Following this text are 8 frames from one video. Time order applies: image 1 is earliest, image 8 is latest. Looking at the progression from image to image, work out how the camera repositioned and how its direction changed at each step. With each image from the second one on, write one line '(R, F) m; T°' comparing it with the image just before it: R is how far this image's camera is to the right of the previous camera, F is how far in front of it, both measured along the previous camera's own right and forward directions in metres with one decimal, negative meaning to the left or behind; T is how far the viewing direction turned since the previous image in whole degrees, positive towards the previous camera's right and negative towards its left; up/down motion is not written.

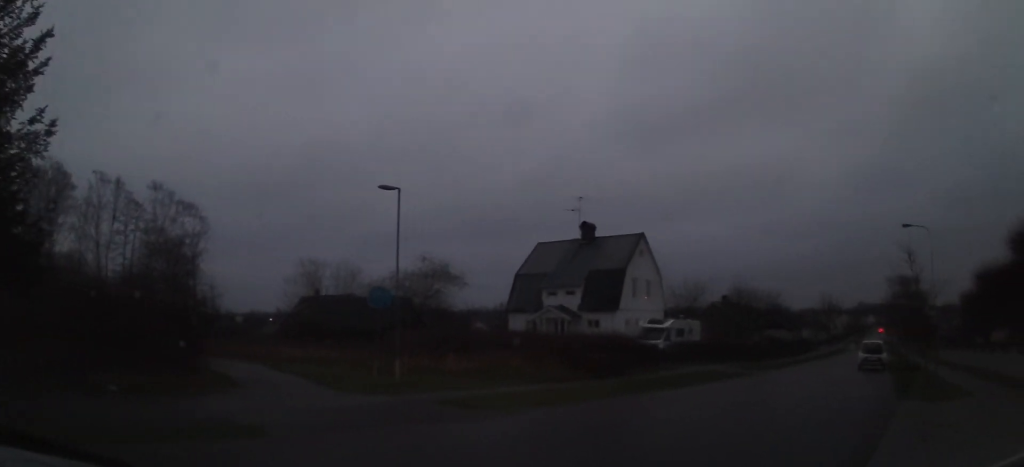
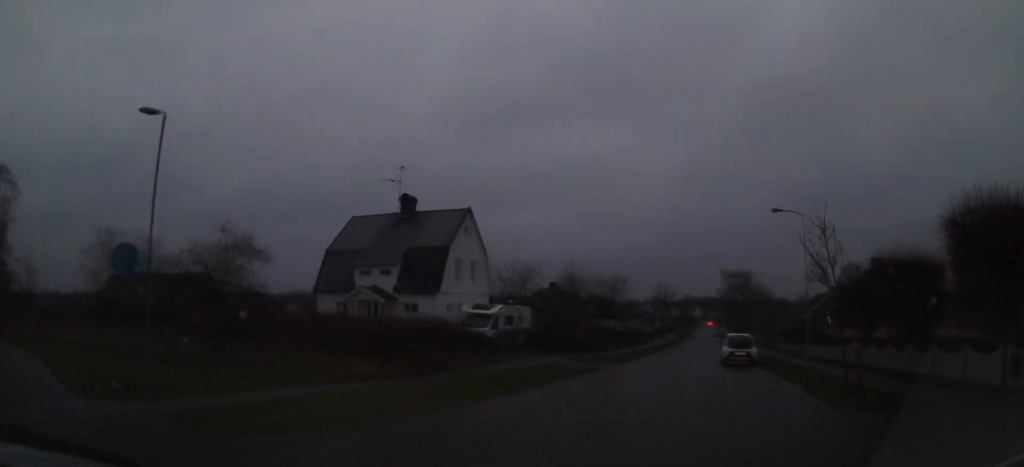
(+0.5, +3.6) m; +15°
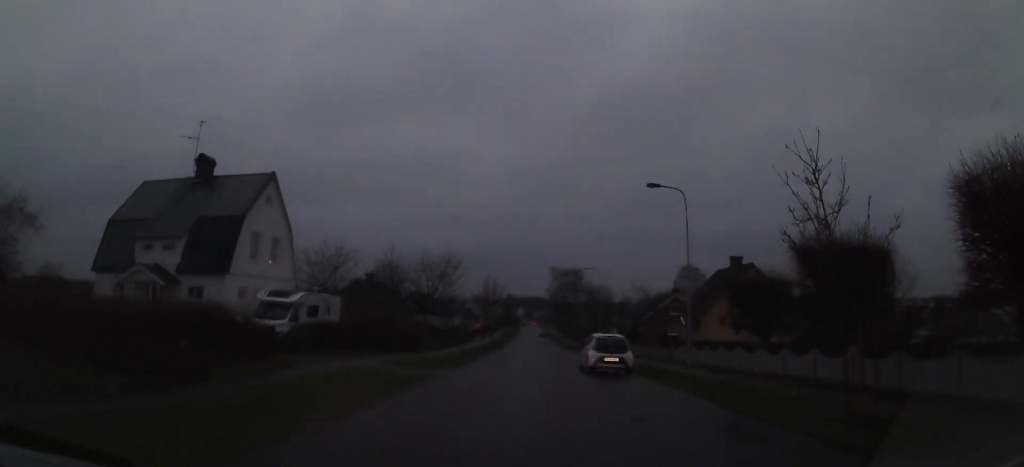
(+0.7, +4.9) m; +15°
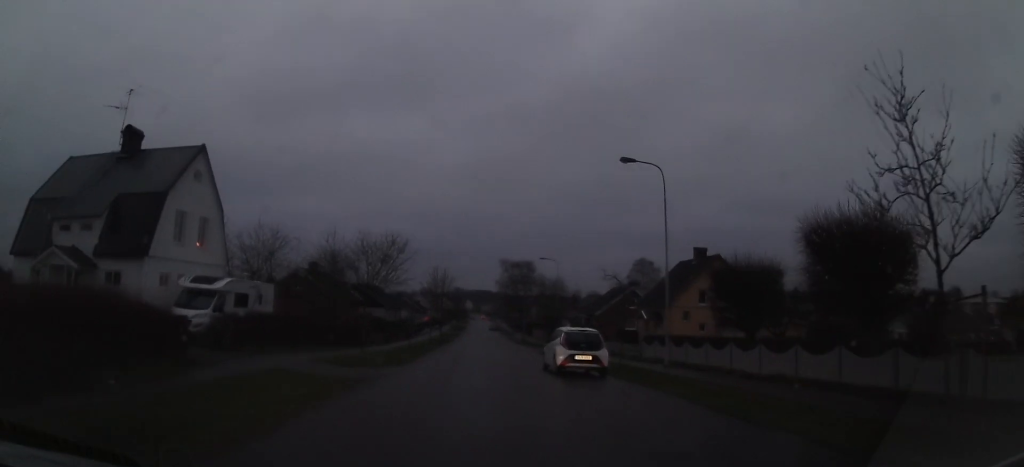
(+0.2, +2.2) m; +4°
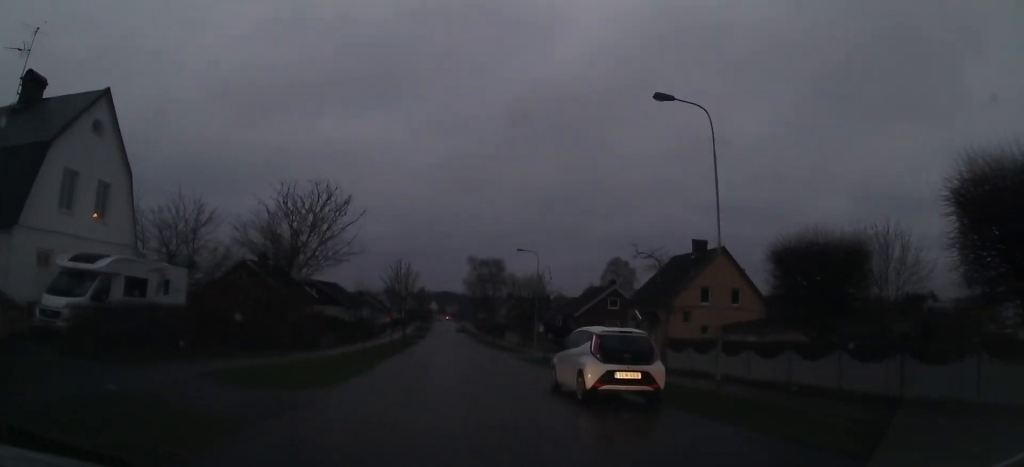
(+0.2, +5.0) m; +5°
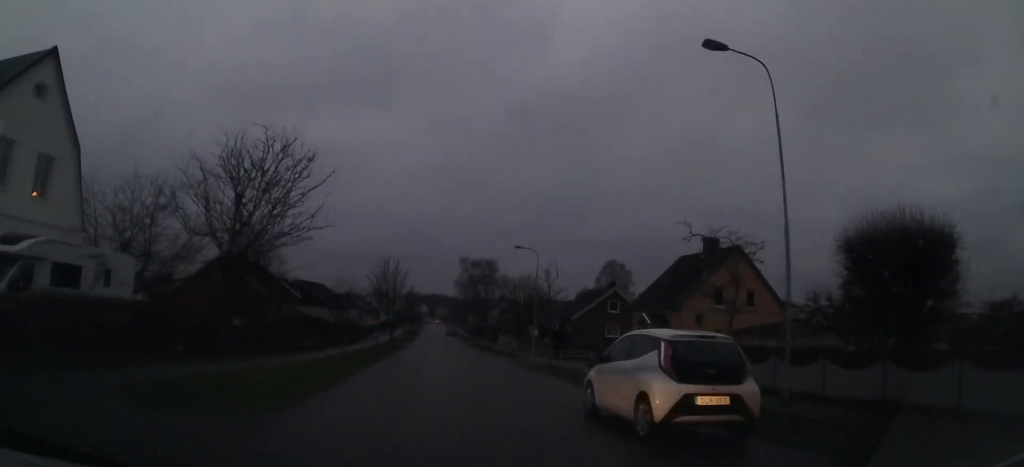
(+0.1, +3.0) m; +2°
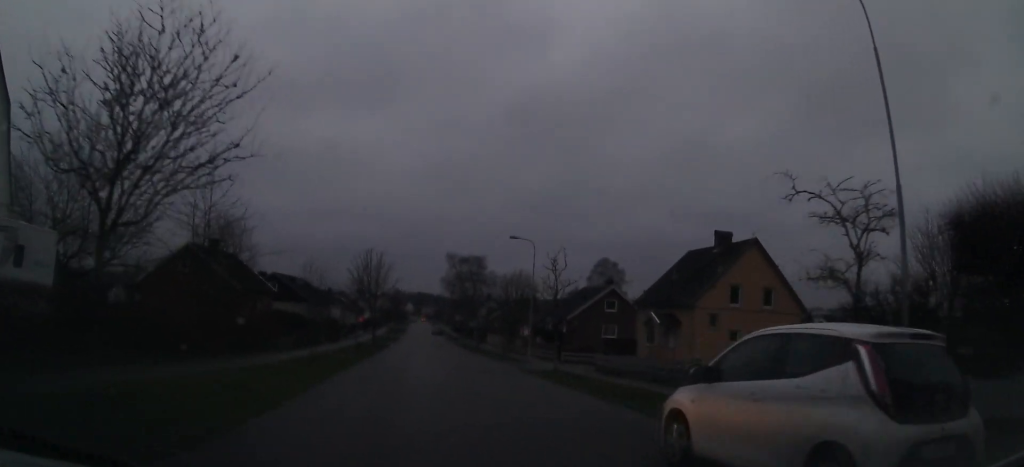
(0.0, +3.3) m; +2°
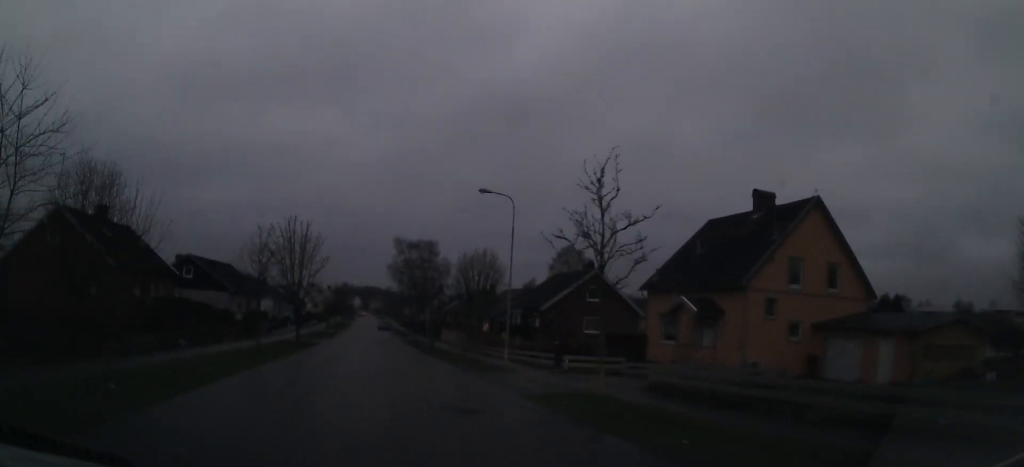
(+1.2, +10.2) m; +12°
